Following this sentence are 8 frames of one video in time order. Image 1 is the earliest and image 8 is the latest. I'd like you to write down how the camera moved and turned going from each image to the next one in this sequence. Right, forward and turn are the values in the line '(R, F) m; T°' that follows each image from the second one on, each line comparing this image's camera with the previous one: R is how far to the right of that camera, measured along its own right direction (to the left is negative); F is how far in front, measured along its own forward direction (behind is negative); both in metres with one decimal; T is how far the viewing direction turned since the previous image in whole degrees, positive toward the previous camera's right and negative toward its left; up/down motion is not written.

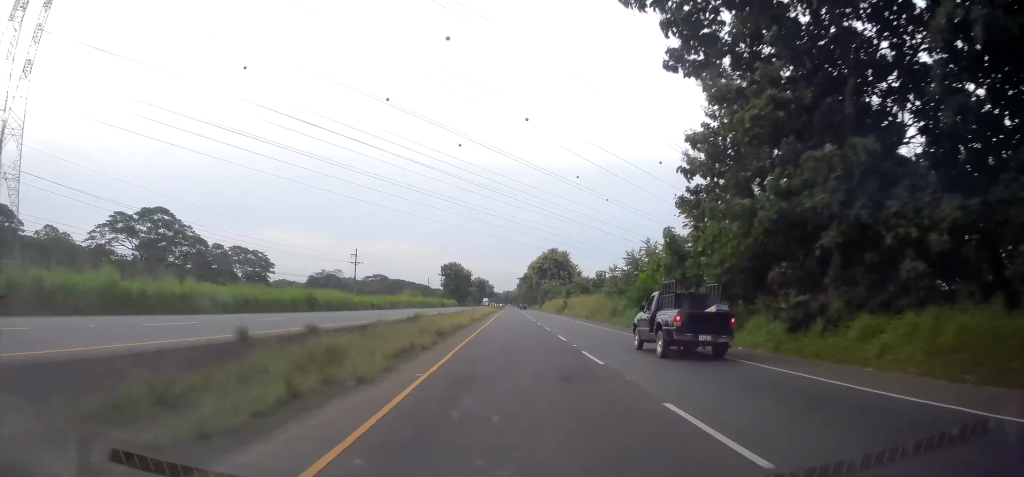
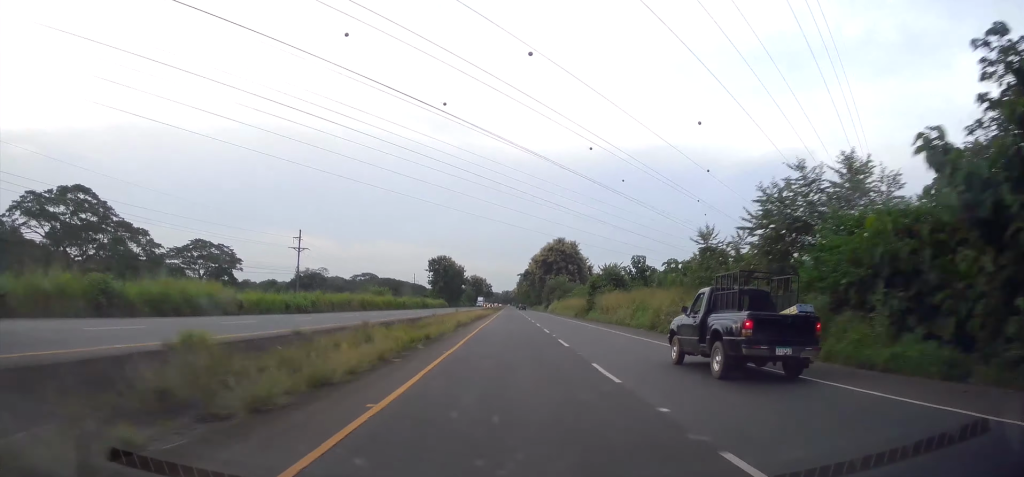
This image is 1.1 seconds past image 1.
(+0.2, +27.4) m; 0°
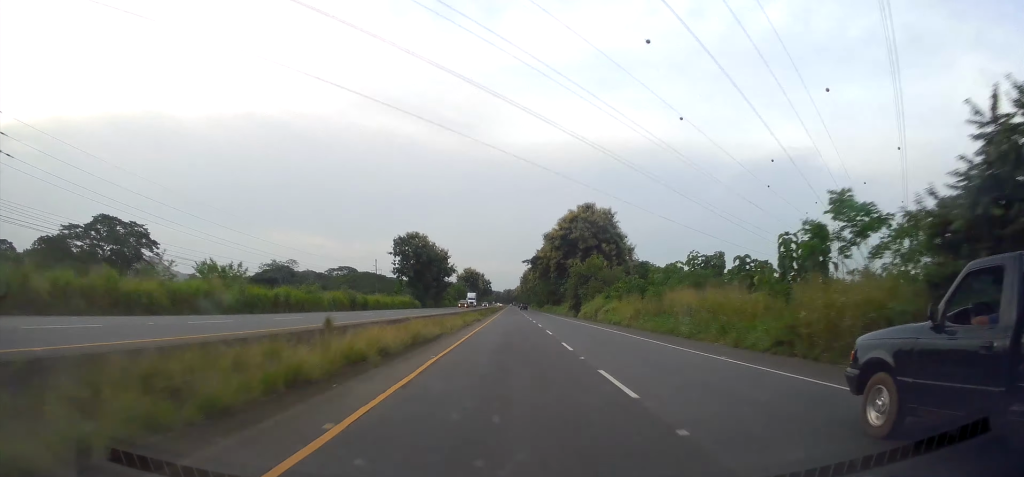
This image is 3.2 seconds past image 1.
(+0.1, +52.7) m; -1°
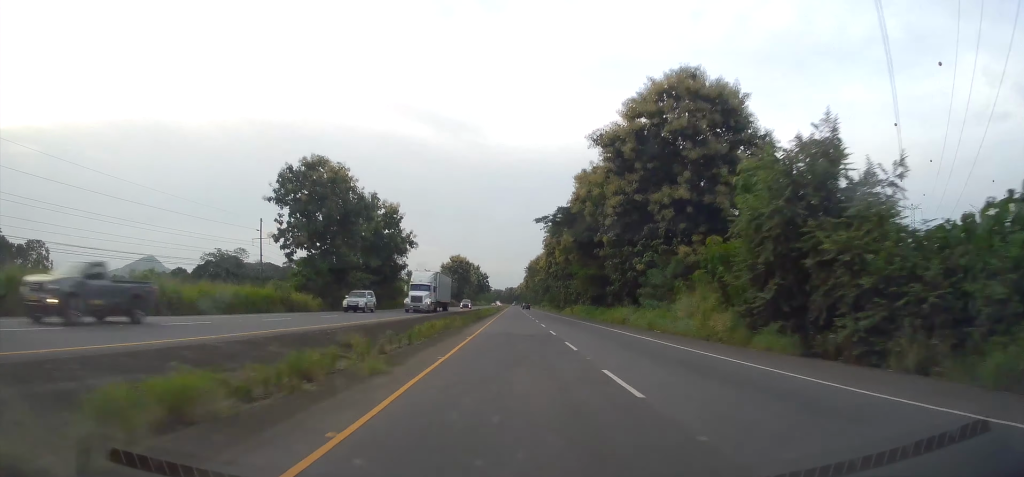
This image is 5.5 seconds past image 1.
(-0.7, +59.2) m; -1°
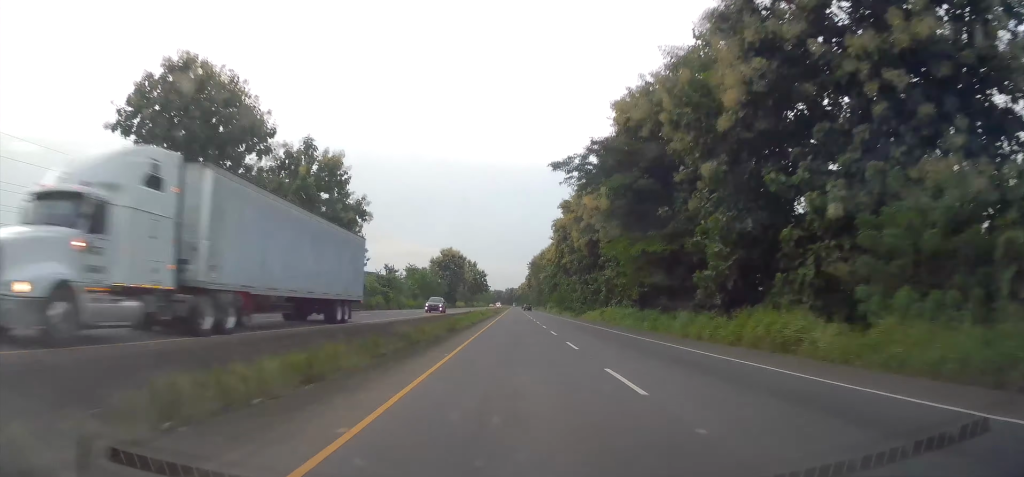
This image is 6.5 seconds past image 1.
(0.0, +25.4) m; 0°
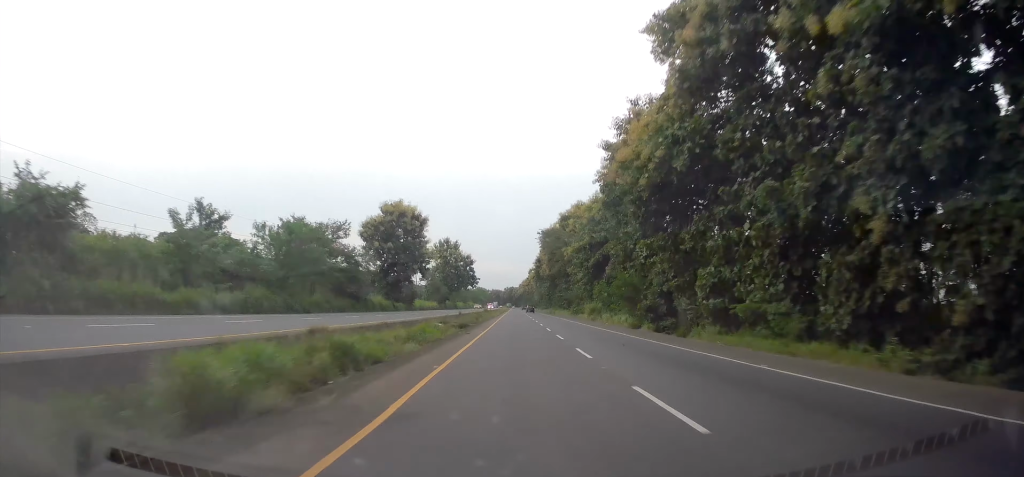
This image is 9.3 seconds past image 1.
(0.0, +69.7) m; +1°
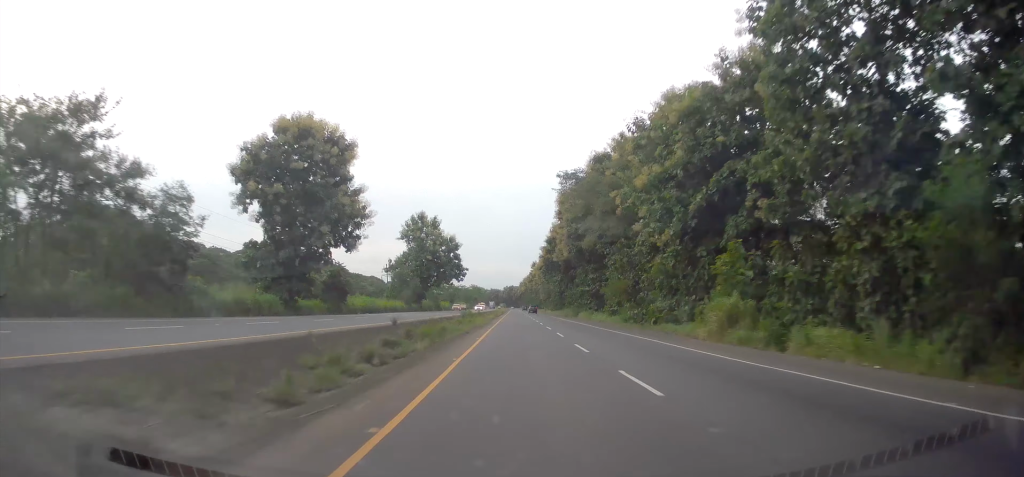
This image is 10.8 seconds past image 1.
(+0.4, +40.3) m; 0°
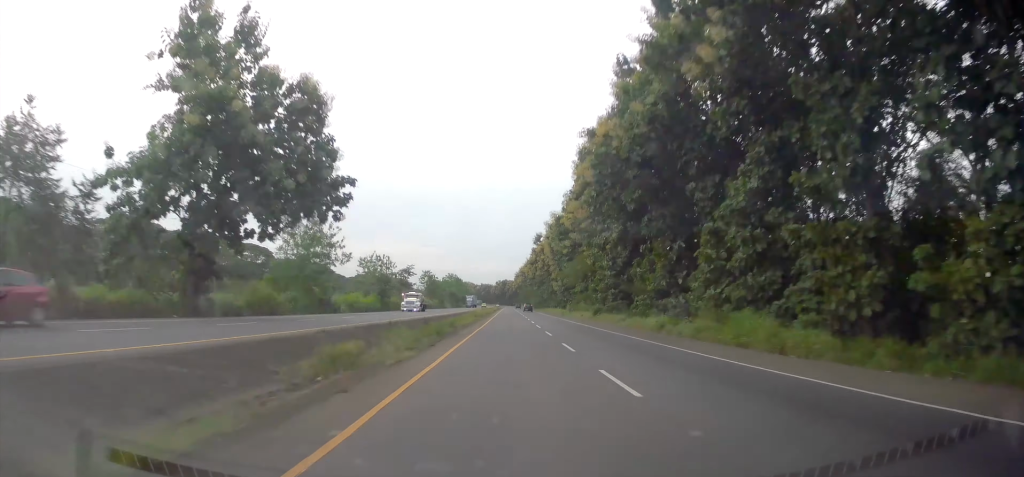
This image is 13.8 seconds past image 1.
(-0.2, +76.2) m; 0°
